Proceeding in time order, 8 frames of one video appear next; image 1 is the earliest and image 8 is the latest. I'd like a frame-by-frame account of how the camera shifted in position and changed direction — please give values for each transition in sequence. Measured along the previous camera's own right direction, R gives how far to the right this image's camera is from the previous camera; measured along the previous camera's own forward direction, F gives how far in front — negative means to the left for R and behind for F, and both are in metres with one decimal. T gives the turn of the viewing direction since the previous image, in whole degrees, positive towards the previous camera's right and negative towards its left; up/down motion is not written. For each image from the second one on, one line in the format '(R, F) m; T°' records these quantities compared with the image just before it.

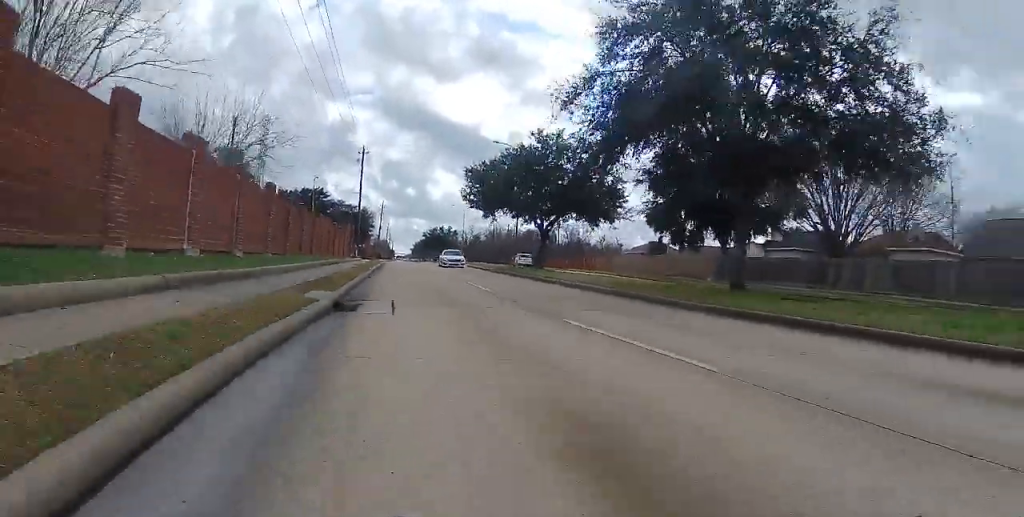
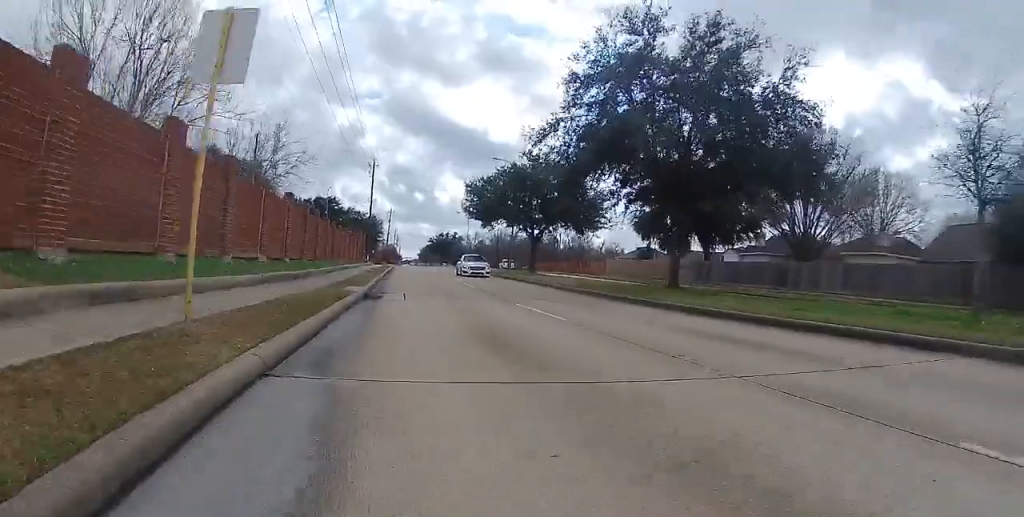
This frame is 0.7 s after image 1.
(-0.1, +5.1) m; -1°
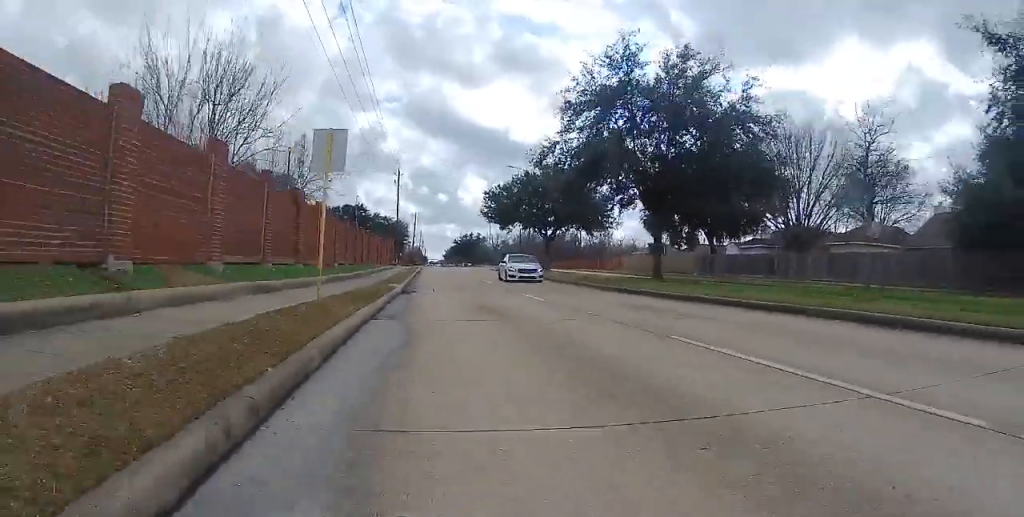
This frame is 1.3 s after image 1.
(-0.2, +4.7) m; 0°
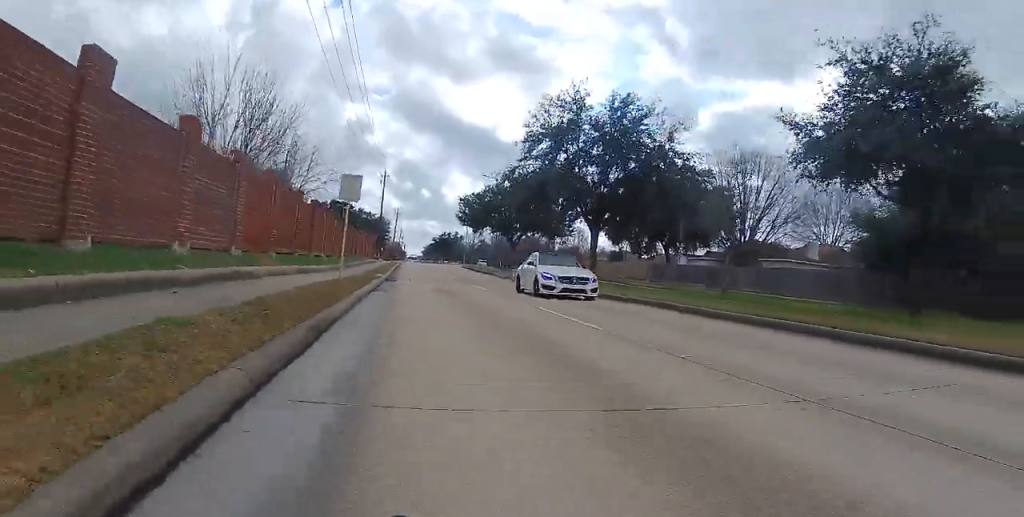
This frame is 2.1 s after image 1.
(+0.2, +6.4) m; +2°
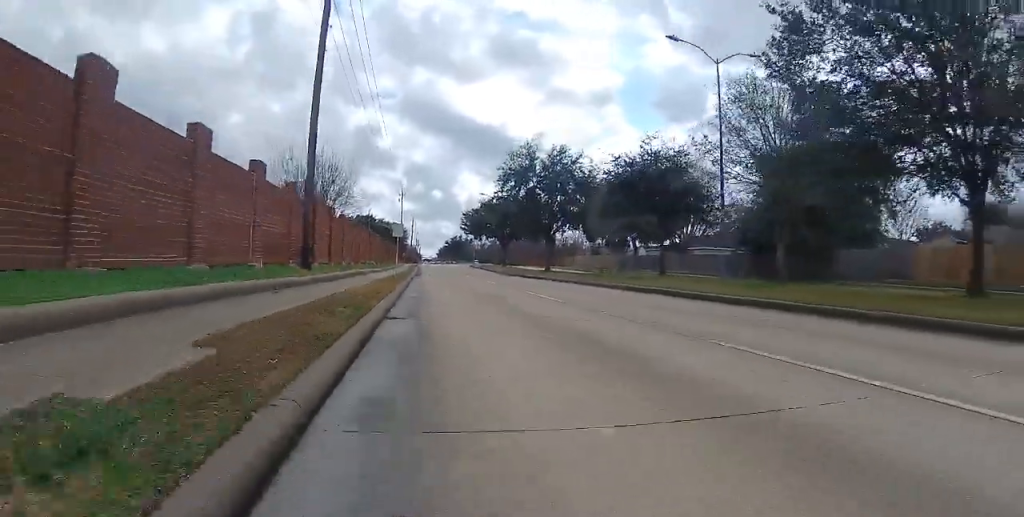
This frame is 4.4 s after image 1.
(+0.4, +17.7) m; +1°
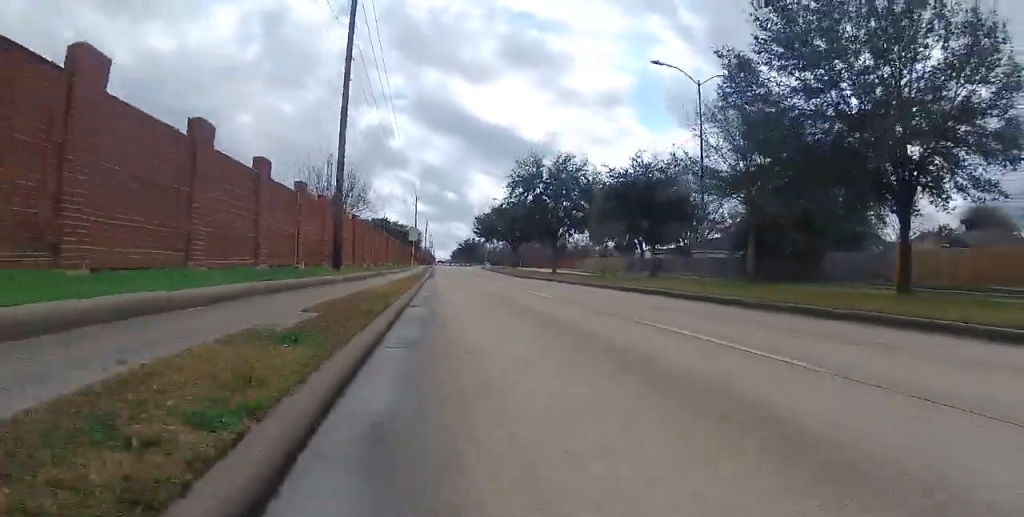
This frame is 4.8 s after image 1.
(0.0, +3.1) m; 0°
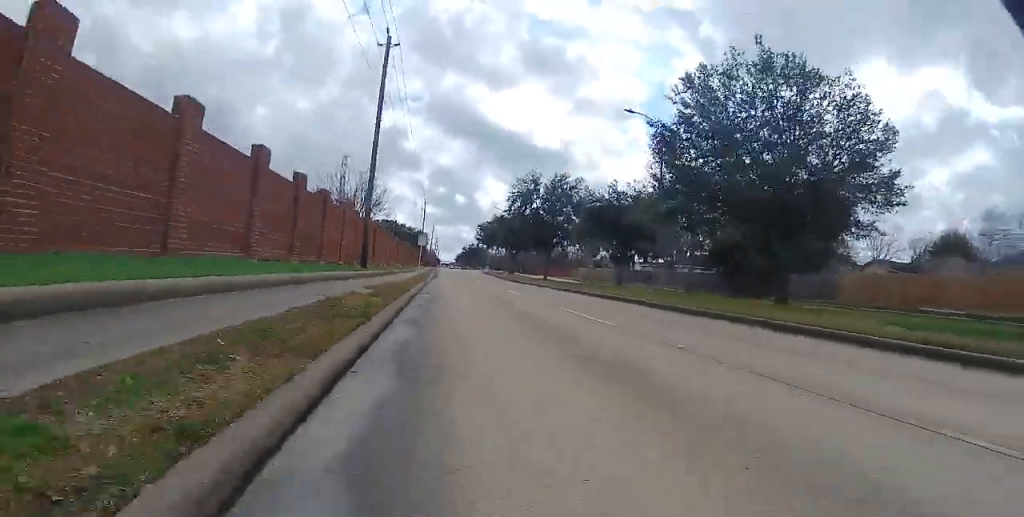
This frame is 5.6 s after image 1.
(0.0, +6.4) m; 0°
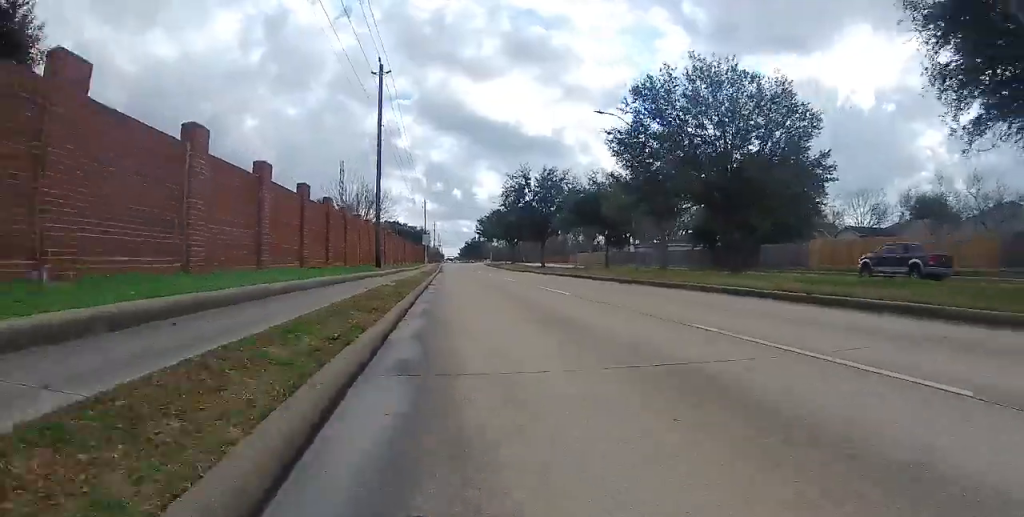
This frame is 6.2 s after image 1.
(0.0, +4.4) m; 0°
